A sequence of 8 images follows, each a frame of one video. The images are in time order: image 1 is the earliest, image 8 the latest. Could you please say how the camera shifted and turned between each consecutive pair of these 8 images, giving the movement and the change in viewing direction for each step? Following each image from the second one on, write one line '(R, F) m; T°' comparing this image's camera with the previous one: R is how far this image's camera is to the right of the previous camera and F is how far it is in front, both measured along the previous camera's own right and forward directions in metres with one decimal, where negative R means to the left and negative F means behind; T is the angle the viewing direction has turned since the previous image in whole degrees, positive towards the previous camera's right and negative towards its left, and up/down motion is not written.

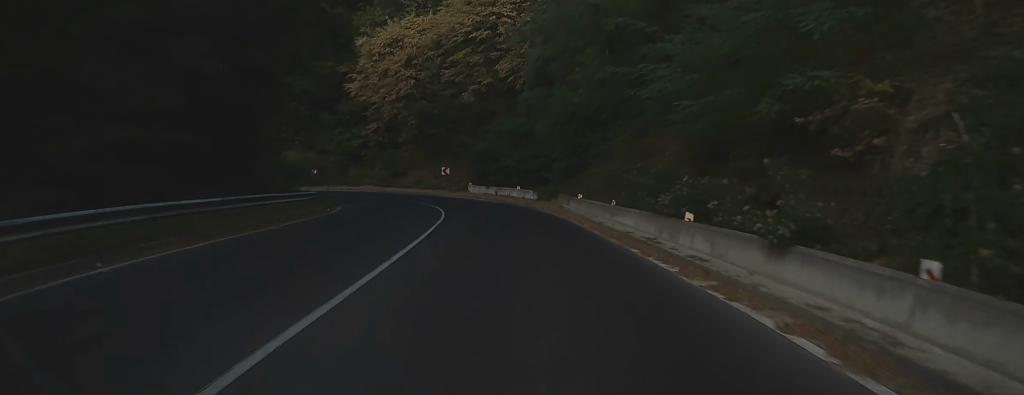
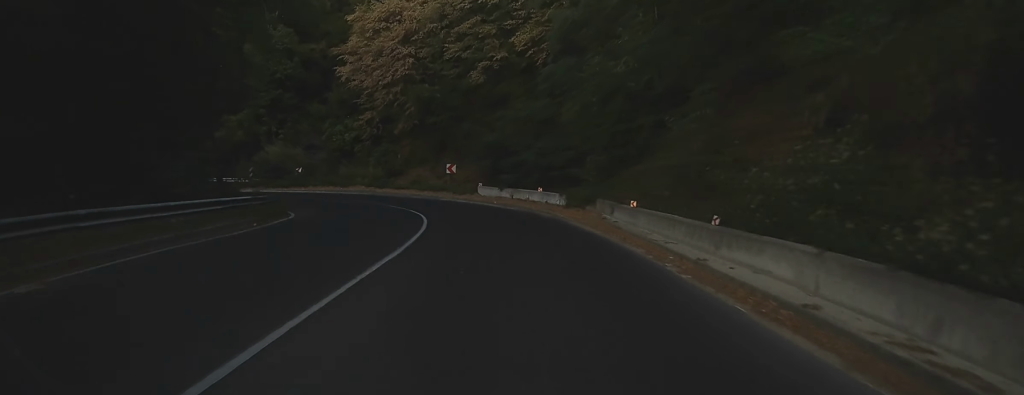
(-0.2, +10.2) m; -3°
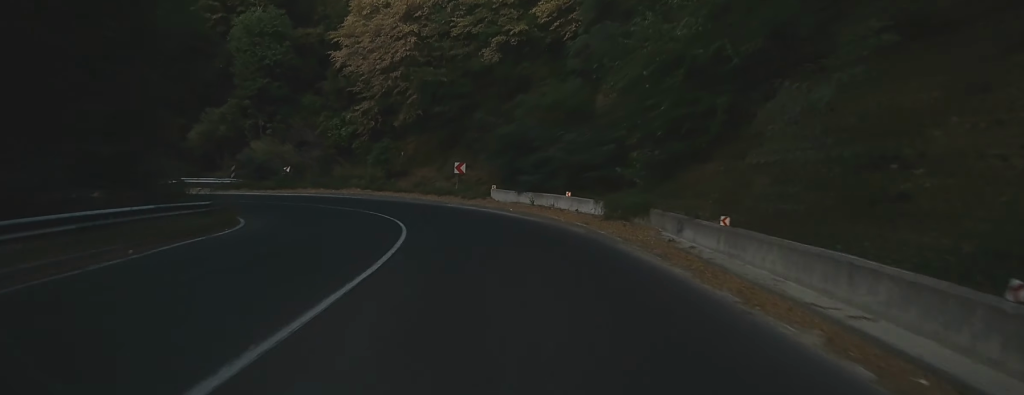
(-0.2, +7.6) m; -2°
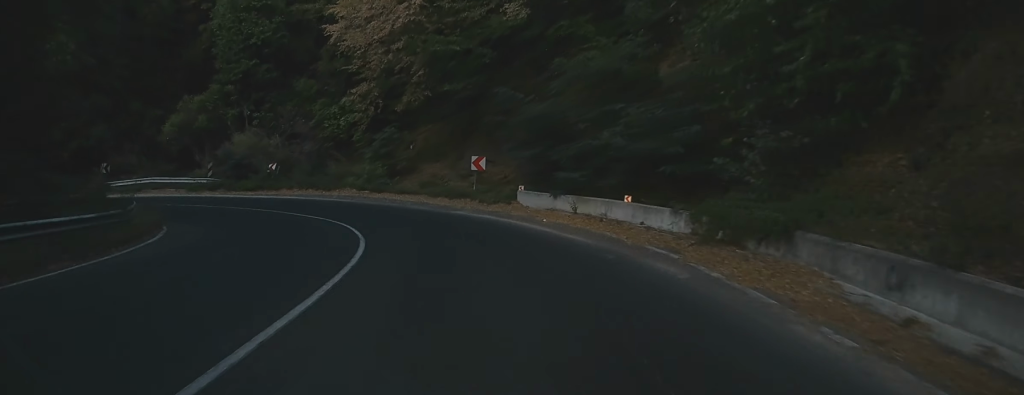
(-0.1, +8.4) m; -5°
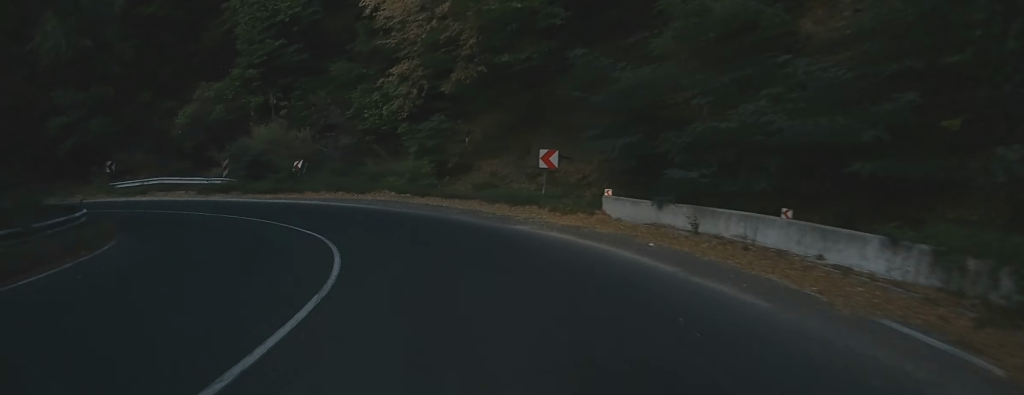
(-0.3, +7.1) m; -6°
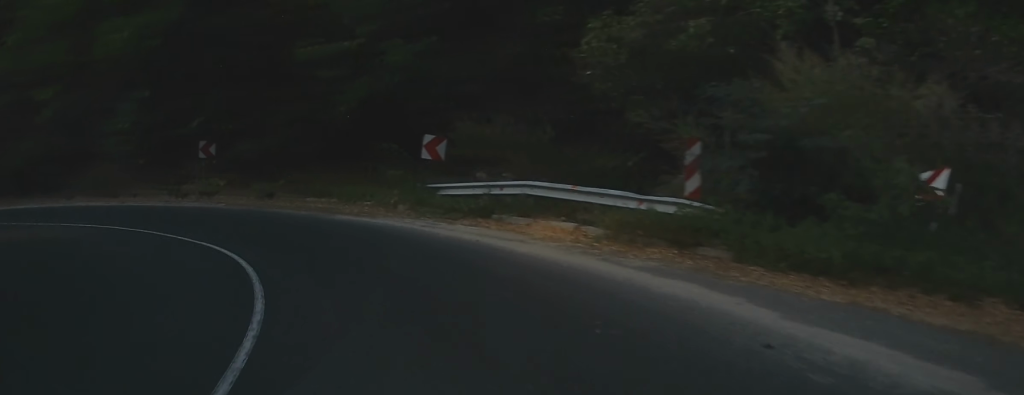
(-7.6, +22.2) m; -47°
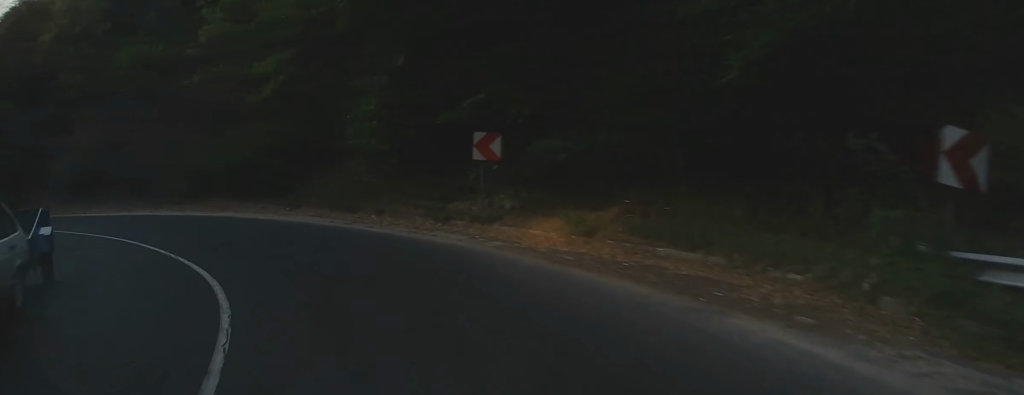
(-2.8, +10.7) m; -27°
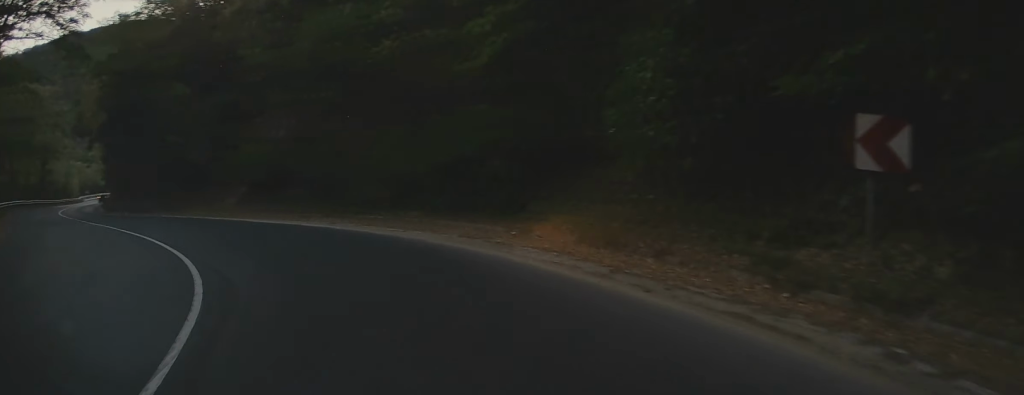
(-1.4, +8.5) m; -18°
